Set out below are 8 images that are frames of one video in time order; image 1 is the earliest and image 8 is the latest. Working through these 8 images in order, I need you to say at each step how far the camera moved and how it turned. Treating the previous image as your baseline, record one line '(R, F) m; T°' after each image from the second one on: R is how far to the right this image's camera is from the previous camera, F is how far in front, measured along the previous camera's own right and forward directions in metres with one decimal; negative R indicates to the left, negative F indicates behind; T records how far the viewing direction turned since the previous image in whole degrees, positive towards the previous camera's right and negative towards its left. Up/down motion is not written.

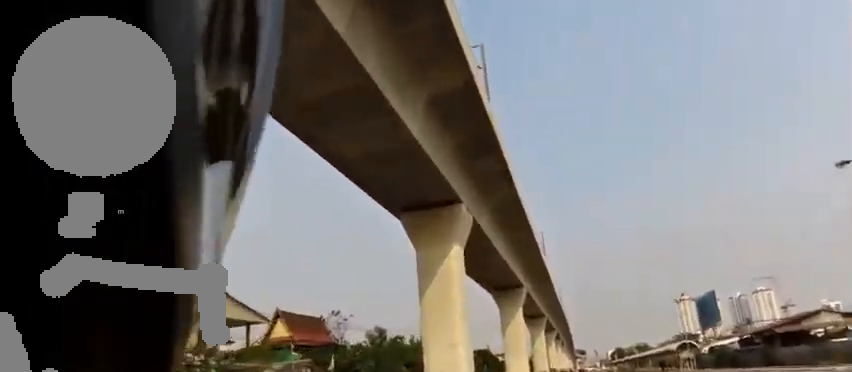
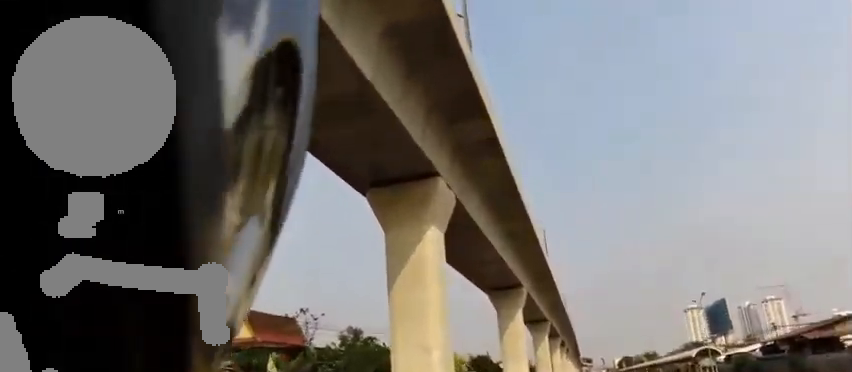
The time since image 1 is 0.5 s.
(+0.7, +7.1) m; 0°
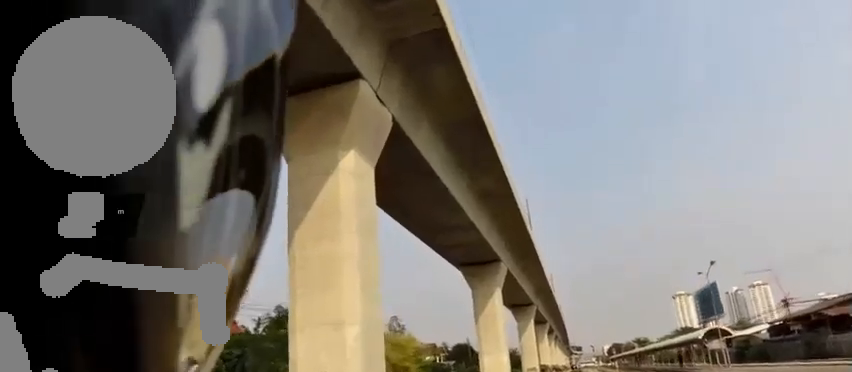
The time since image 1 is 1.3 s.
(-1.2, +10.3) m; 0°
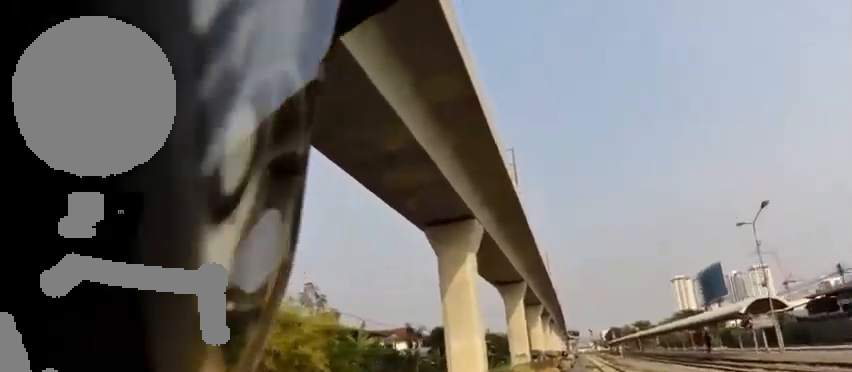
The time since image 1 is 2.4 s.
(+1.1, +14.8) m; 0°
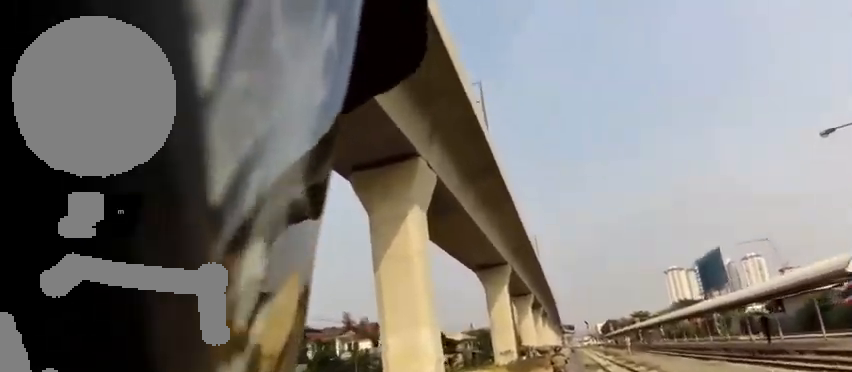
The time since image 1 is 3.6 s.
(-1.2, +14.0) m; 0°
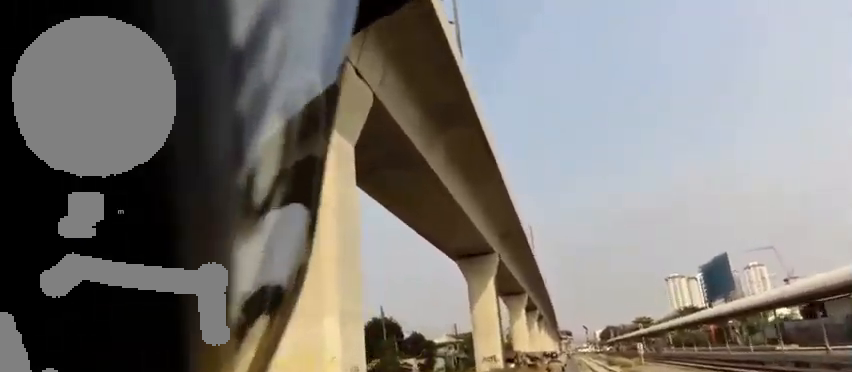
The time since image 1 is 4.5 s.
(+1.4, +11.1) m; 0°
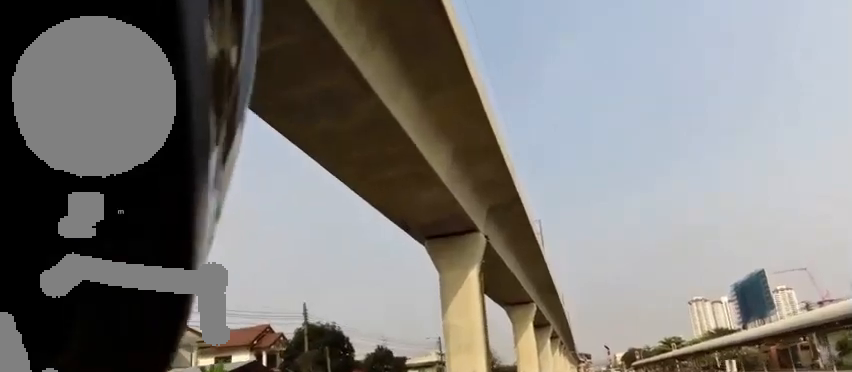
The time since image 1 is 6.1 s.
(-0.5, +18.2) m; +1°
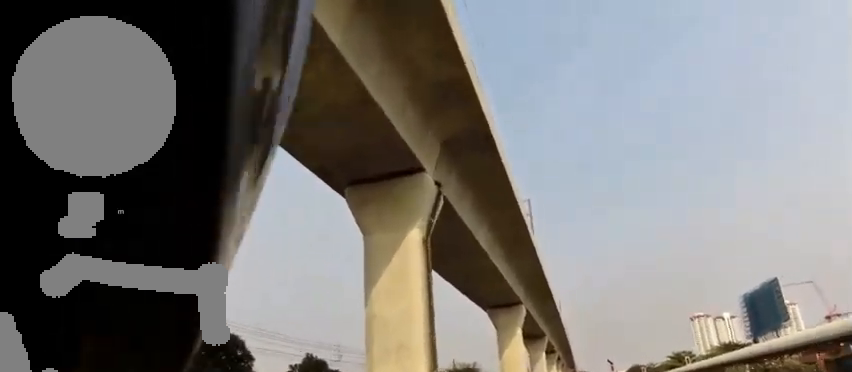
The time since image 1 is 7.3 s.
(-0.6, +13.5) m; 0°
